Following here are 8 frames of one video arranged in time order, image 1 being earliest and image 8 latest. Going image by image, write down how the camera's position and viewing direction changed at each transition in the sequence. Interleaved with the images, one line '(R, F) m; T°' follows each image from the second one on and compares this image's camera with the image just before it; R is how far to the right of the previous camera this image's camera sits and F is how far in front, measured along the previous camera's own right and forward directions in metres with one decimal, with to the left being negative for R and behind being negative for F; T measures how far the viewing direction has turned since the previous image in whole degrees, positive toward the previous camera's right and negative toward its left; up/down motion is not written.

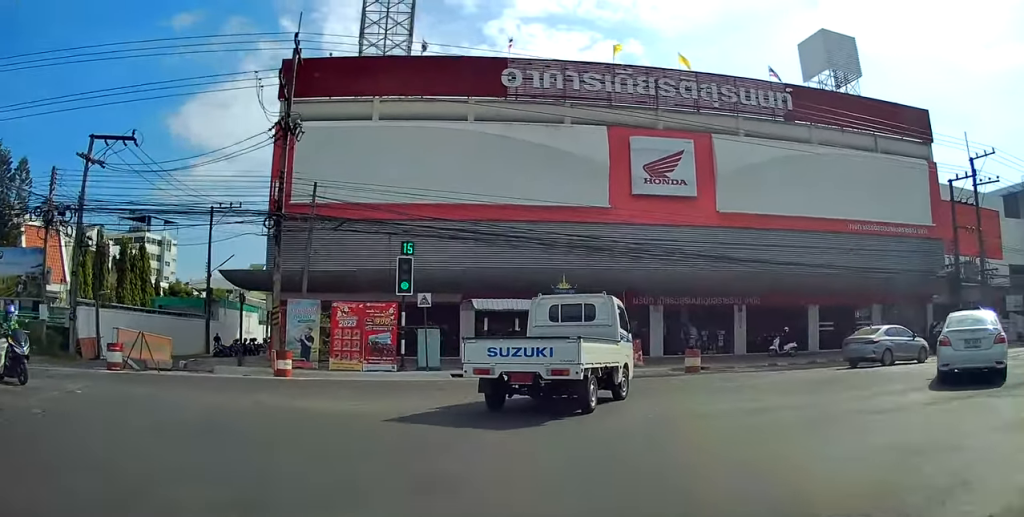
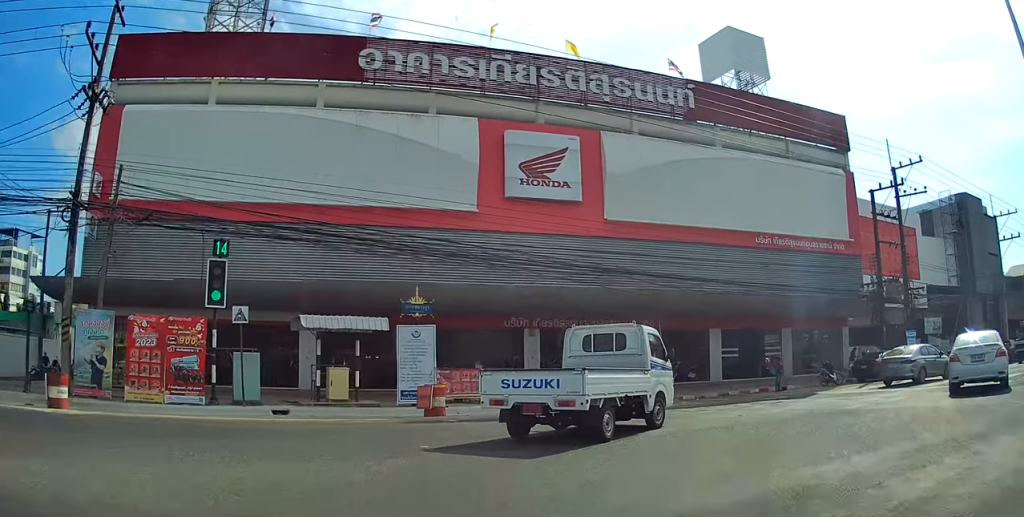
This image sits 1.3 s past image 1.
(+0.3, +5.3) m; +12°
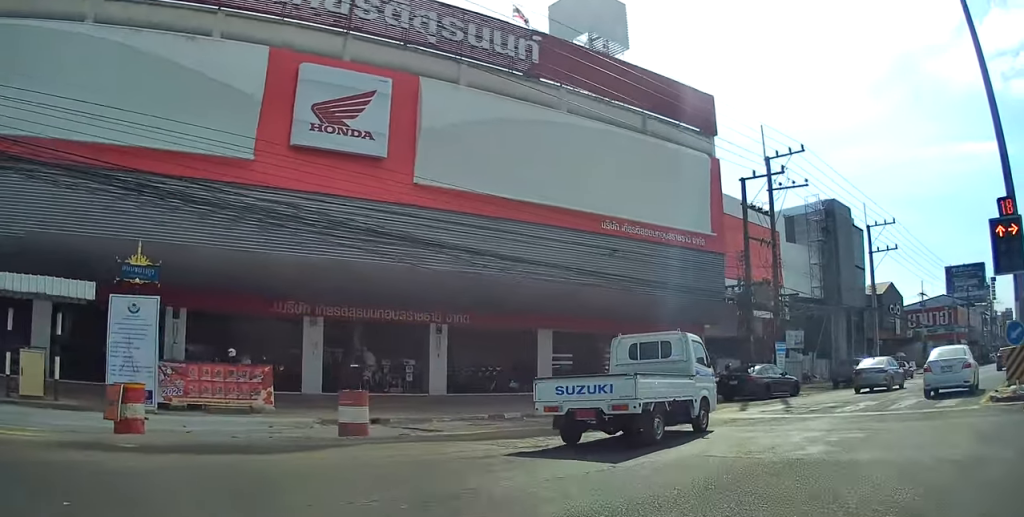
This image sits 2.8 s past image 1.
(+1.0, +5.7) m; +16°
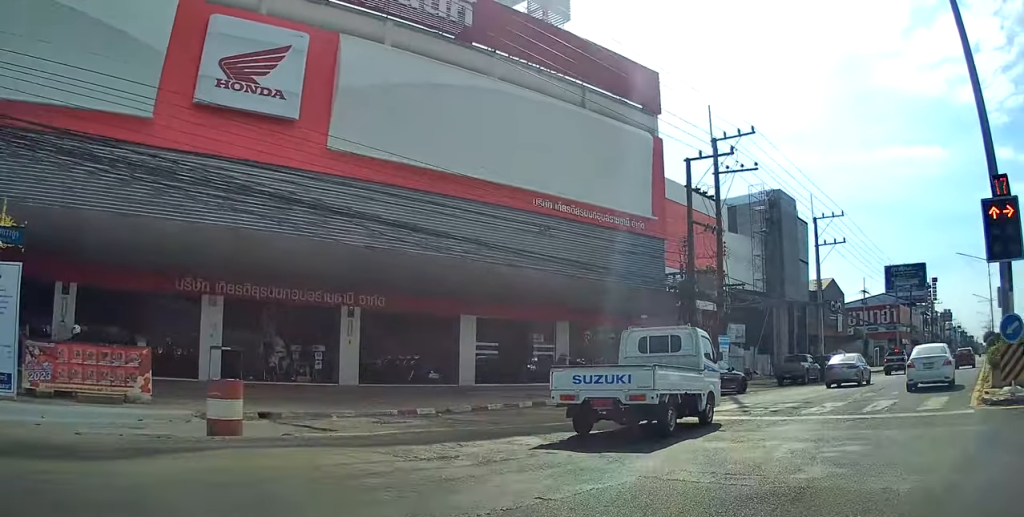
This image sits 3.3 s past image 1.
(+0.1, +2.1) m; +5°
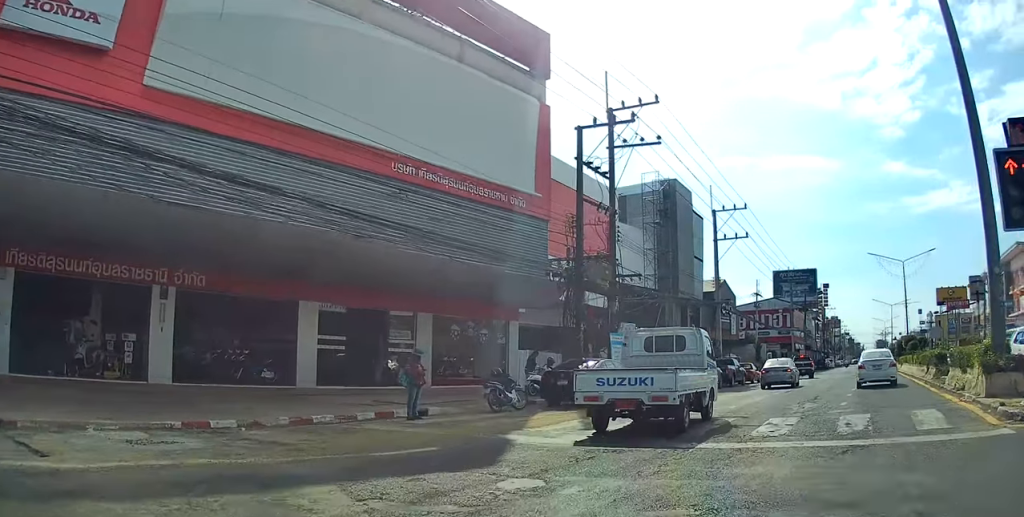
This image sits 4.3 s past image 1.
(+0.3, +4.4) m; +11°
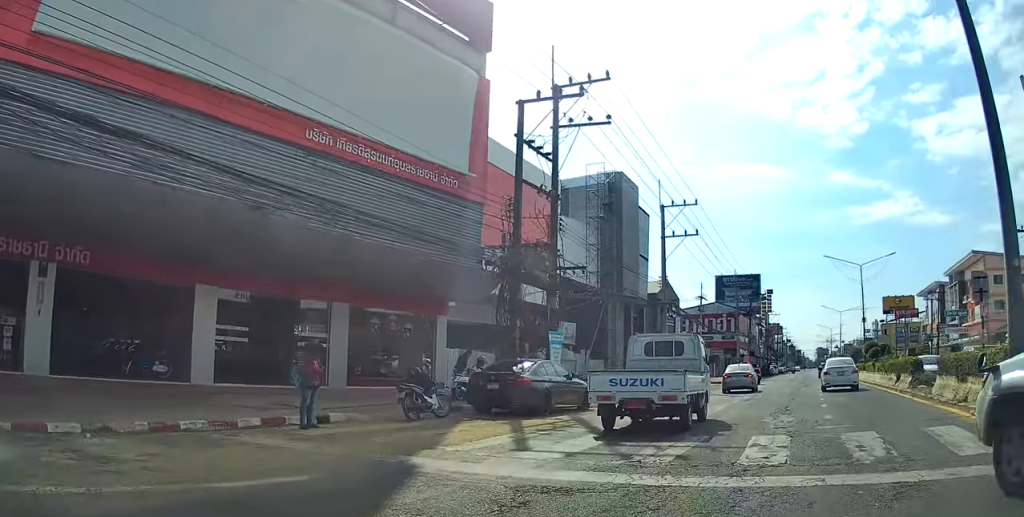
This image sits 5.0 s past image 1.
(+0.3, +2.9) m; +7°
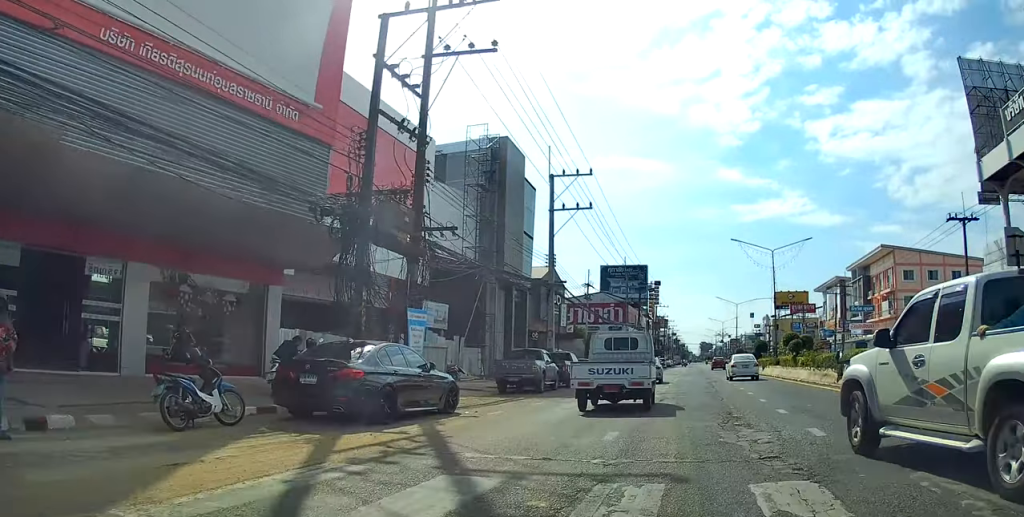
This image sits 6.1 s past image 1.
(+0.3, +5.6) m; +7°
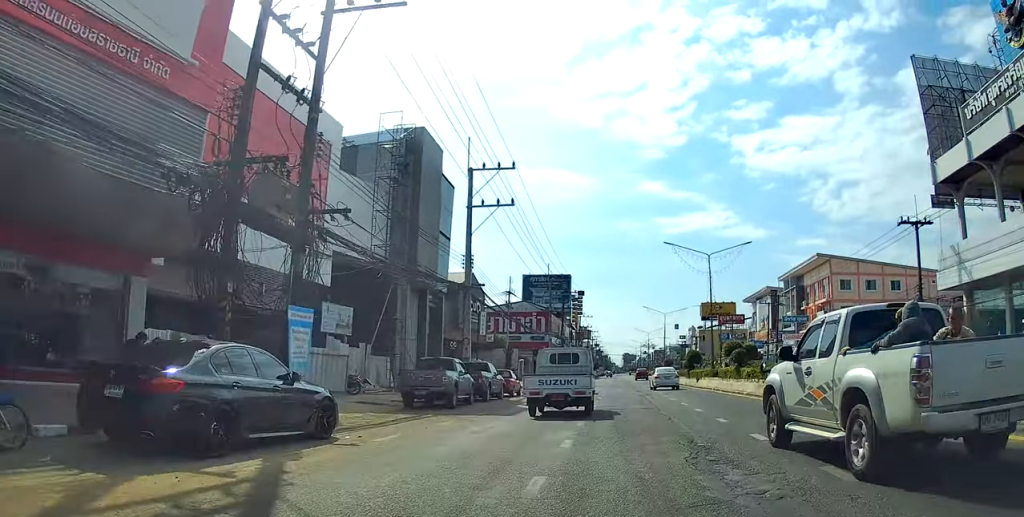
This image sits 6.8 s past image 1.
(+0.2, +3.8) m; +8°
